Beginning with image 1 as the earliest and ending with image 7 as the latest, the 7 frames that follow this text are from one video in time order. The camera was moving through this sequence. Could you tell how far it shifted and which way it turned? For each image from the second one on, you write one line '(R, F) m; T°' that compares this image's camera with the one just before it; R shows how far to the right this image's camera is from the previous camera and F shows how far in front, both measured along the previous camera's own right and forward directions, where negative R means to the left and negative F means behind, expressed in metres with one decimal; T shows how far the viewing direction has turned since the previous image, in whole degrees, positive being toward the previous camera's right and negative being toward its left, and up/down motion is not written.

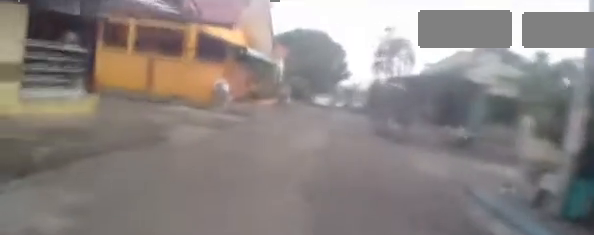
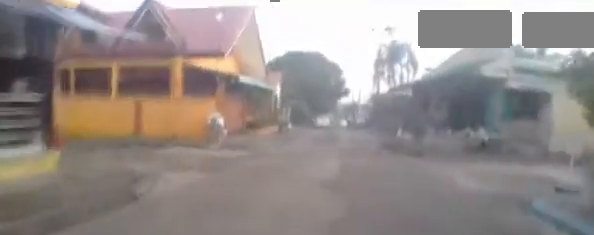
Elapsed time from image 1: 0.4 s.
(0.0, +1.3) m; +2°
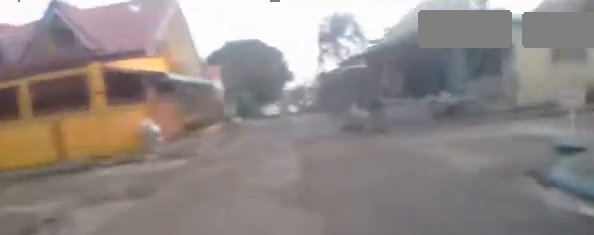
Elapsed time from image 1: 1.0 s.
(-0.1, +1.6) m; +2°
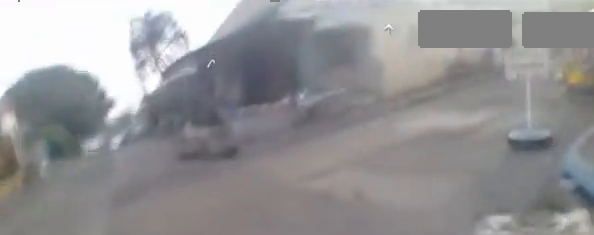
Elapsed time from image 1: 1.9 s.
(+0.2, +2.7) m; +21°
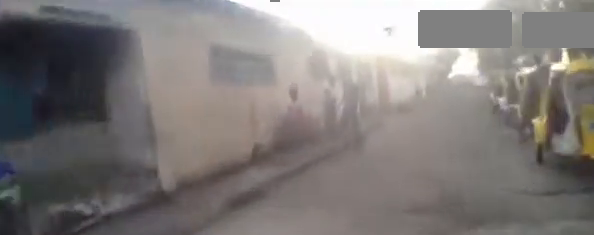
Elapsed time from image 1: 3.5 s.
(+2.2, +5.0) m; +35°
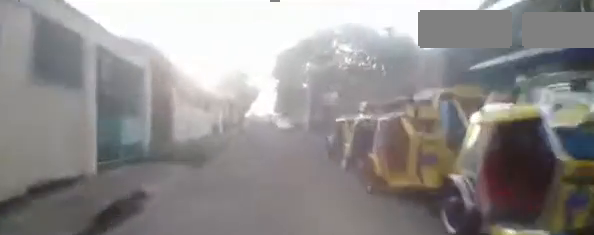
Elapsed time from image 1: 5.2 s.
(+0.9, +6.5) m; +23°
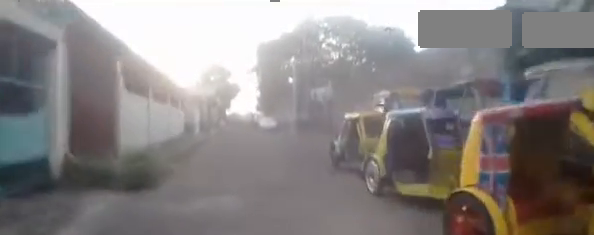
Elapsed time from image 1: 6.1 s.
(+0.5, +3.9) m; +12°
